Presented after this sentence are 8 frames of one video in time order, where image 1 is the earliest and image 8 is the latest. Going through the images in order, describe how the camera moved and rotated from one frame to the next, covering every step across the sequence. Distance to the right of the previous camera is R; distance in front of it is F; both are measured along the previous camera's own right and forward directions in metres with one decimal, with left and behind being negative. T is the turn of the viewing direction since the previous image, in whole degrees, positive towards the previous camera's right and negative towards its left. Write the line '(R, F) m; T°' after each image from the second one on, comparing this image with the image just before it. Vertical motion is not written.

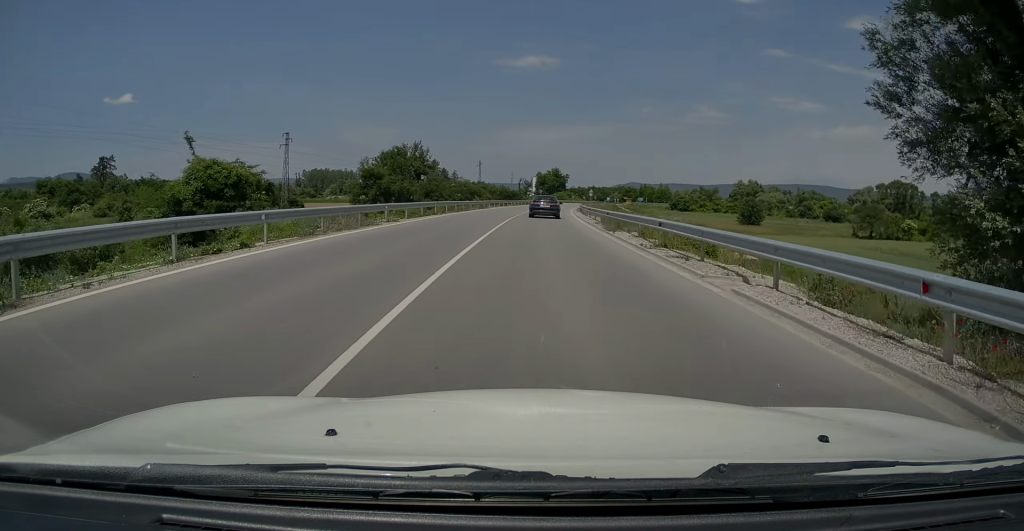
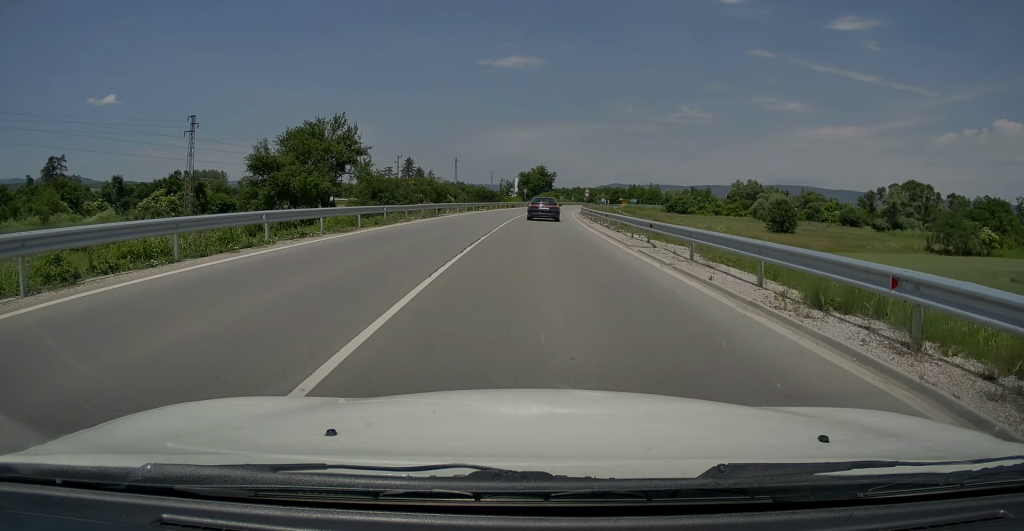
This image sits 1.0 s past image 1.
(+0.3, +23.8) m; +2°
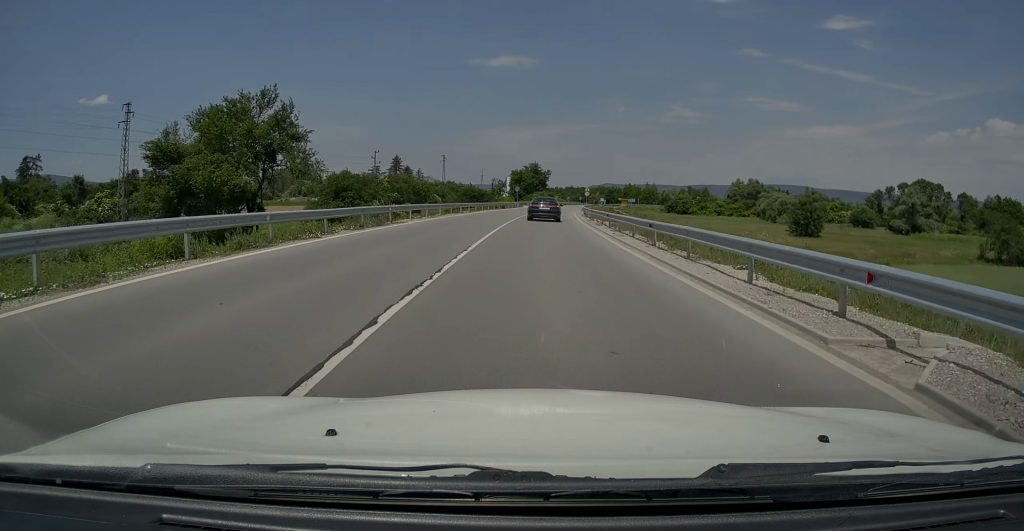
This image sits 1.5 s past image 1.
(+0.2, +11.7) m; +1°
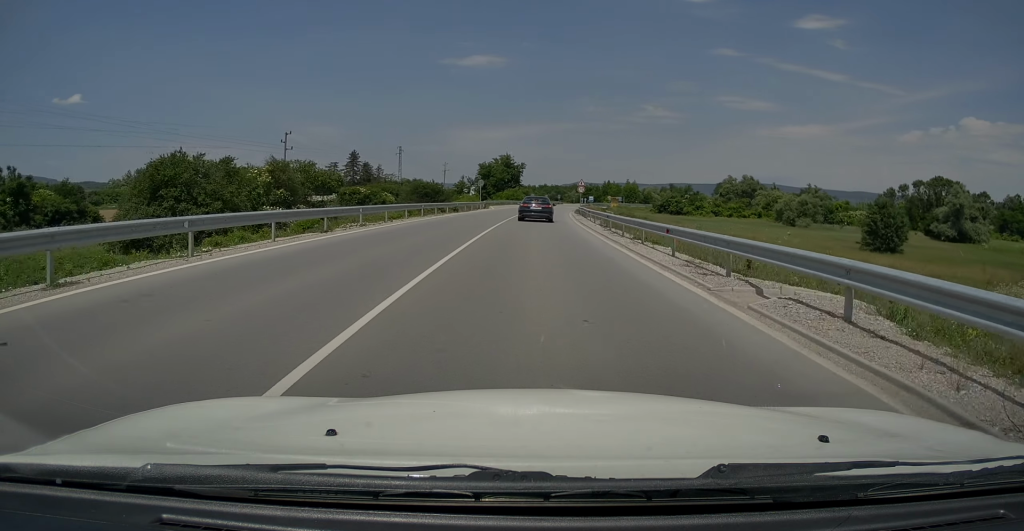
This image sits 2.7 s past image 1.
(+0.4, +27.5) m; +2°
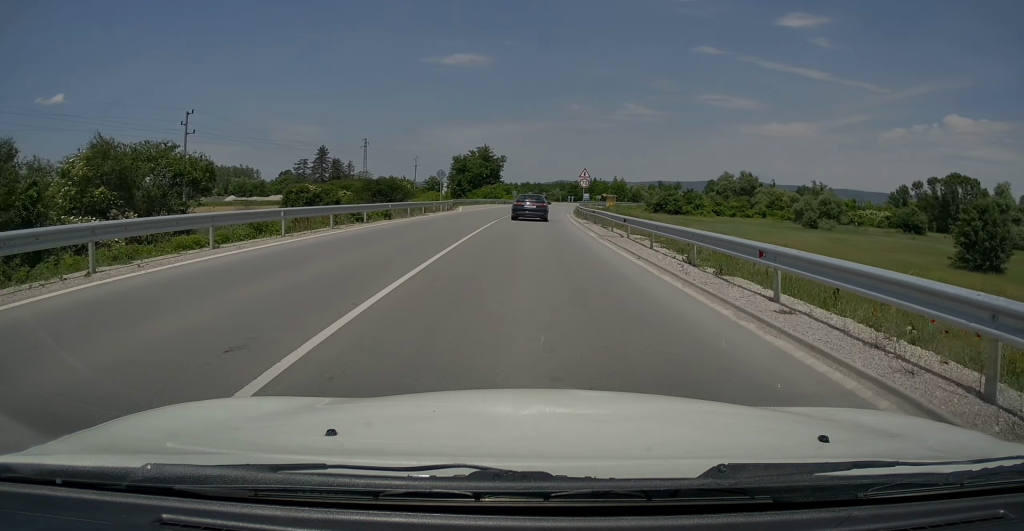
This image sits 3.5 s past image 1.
(+0.2, +18.6) m; +2°
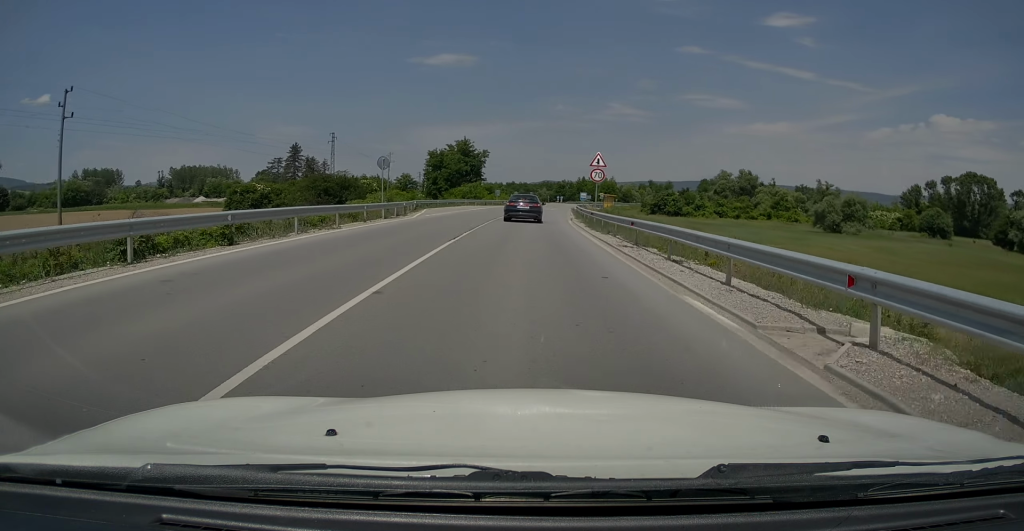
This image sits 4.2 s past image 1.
(+0.2, +14.7) m; +1°
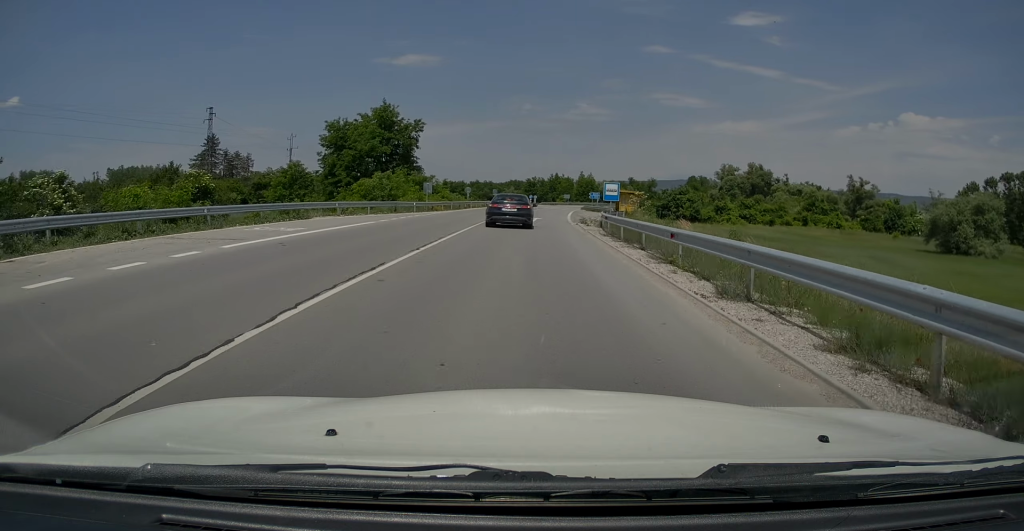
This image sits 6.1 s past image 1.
(+1.1, +41.7) m; +3°
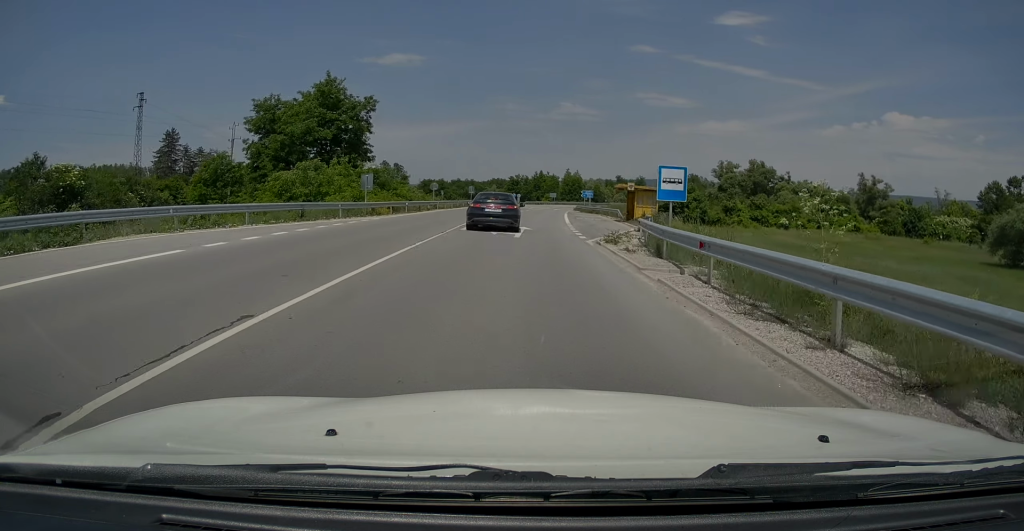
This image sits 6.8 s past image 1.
(+0.2, +14.7) m; +1°
